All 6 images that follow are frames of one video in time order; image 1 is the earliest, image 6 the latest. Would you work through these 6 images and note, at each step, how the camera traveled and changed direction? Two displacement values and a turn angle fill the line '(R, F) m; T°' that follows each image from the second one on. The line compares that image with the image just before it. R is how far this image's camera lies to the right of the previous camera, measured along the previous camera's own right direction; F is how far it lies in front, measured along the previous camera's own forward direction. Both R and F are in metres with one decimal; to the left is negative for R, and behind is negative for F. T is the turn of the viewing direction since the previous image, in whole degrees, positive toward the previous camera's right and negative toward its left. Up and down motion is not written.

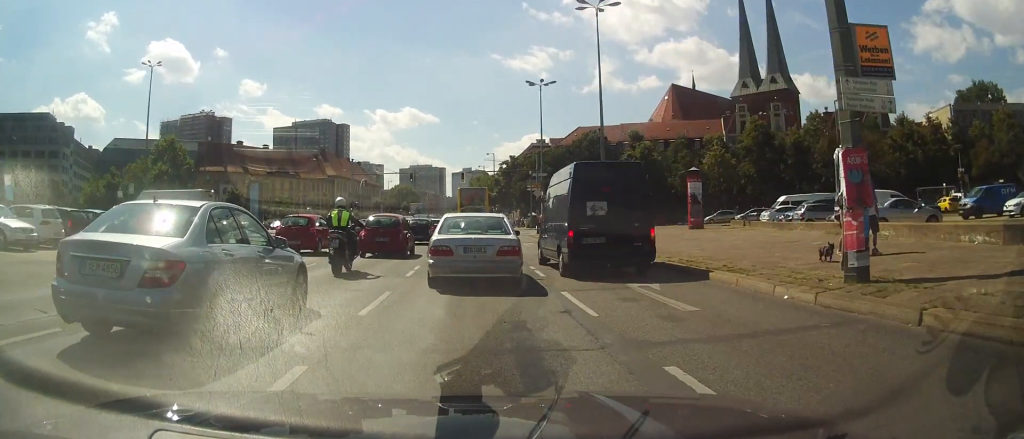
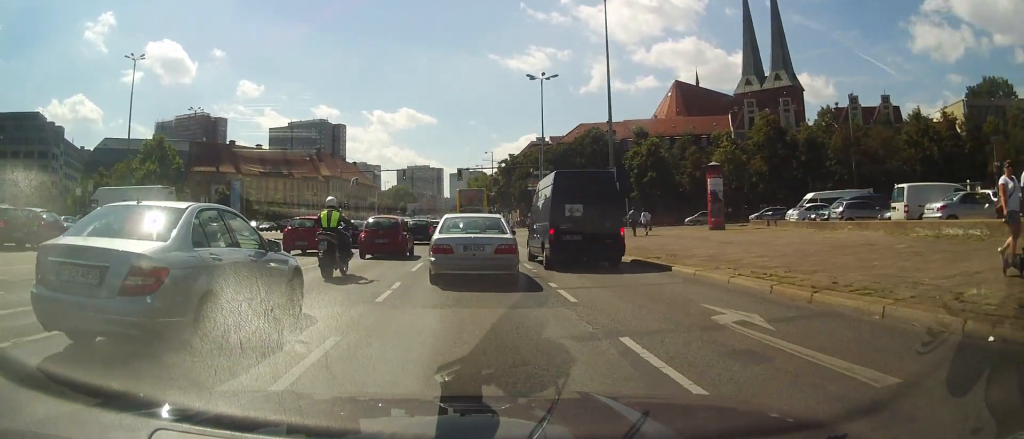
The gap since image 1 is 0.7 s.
(+0.1, +4.2) m; +1°
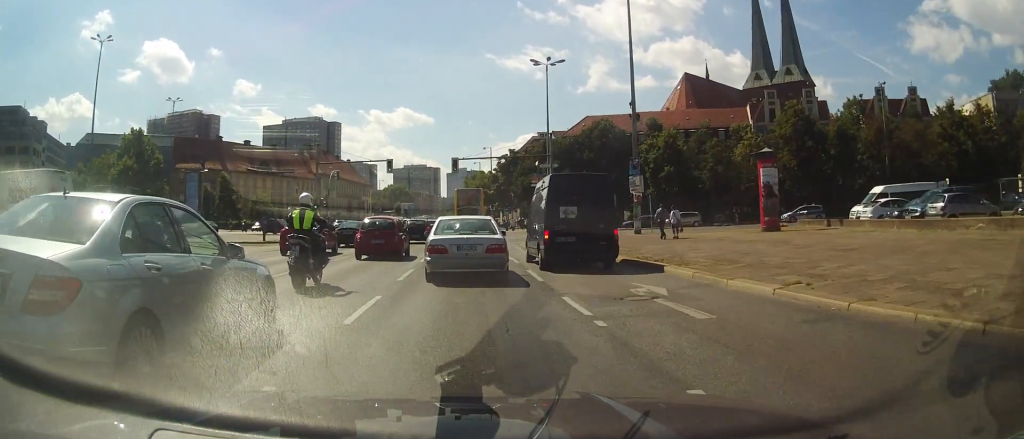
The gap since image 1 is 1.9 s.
(+0.1, +6.8) m; +1°
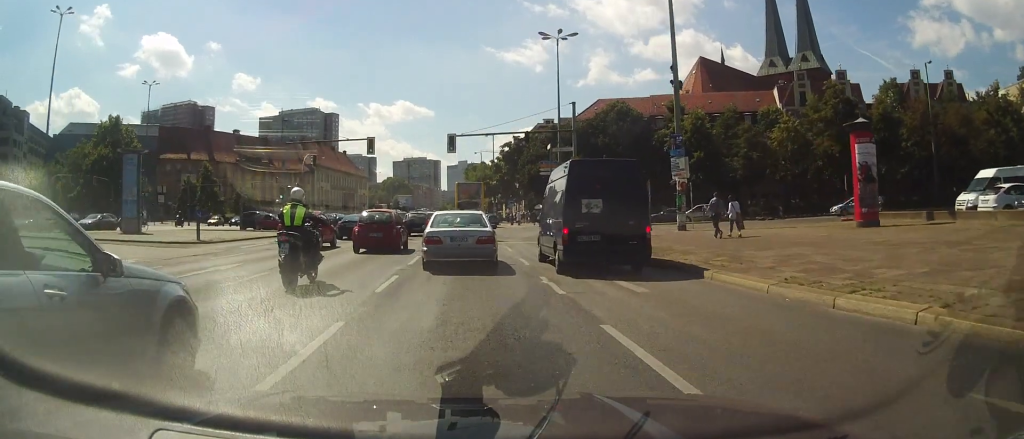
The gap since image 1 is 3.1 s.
(0.0, +8.0) m; 0°
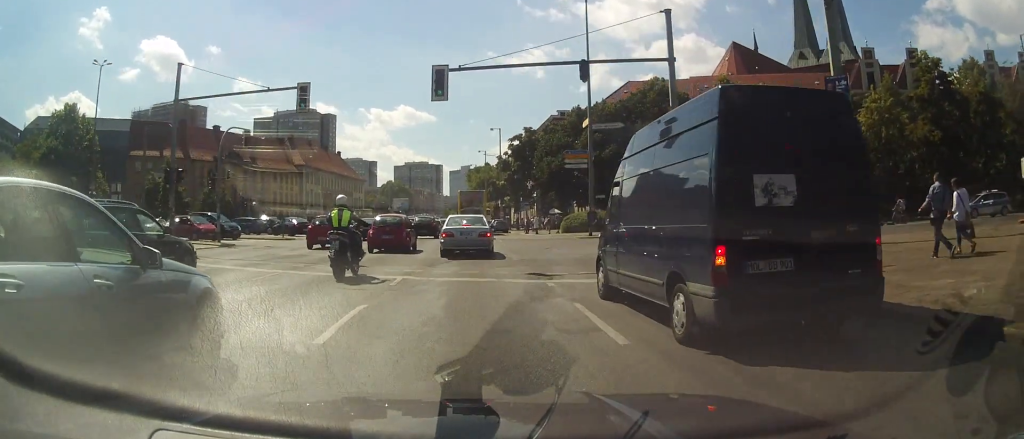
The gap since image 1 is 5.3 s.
(-0.1, +17.5) m; -2°
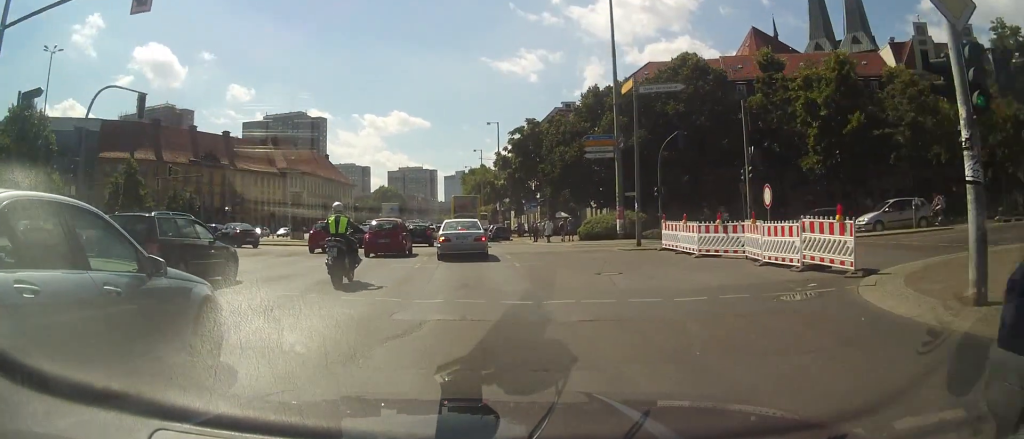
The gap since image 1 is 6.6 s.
(0.0, +10.8) m; +2°
